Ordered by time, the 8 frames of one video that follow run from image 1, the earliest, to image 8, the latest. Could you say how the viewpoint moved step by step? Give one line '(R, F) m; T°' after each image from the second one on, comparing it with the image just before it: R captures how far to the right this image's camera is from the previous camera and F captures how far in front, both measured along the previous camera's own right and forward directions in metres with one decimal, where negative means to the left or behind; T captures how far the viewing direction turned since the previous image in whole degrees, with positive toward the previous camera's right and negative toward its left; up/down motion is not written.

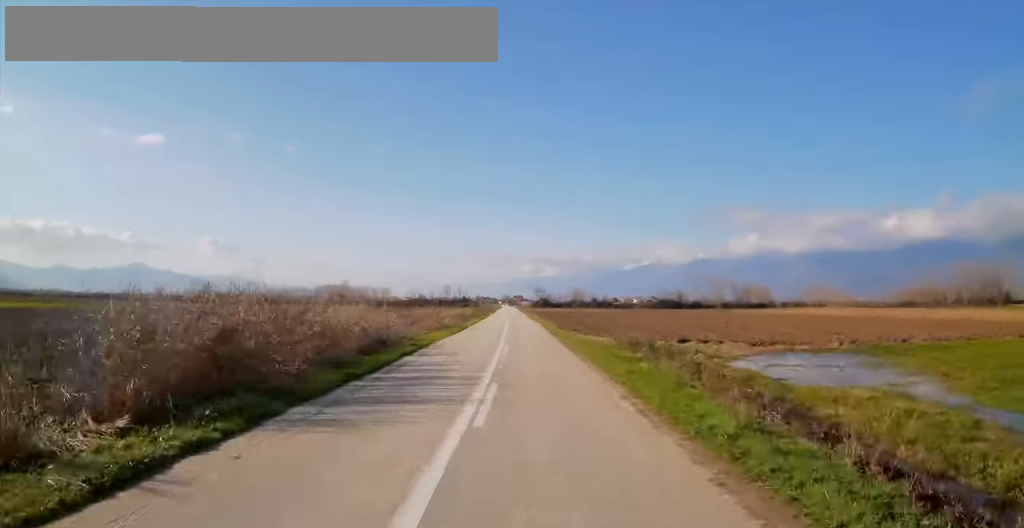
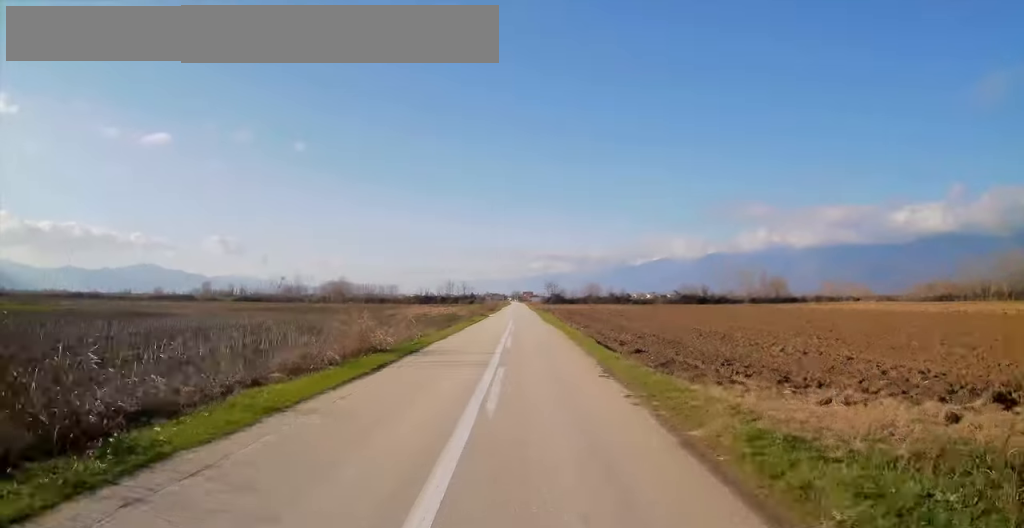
(-0.3, +21.4) m; -1°
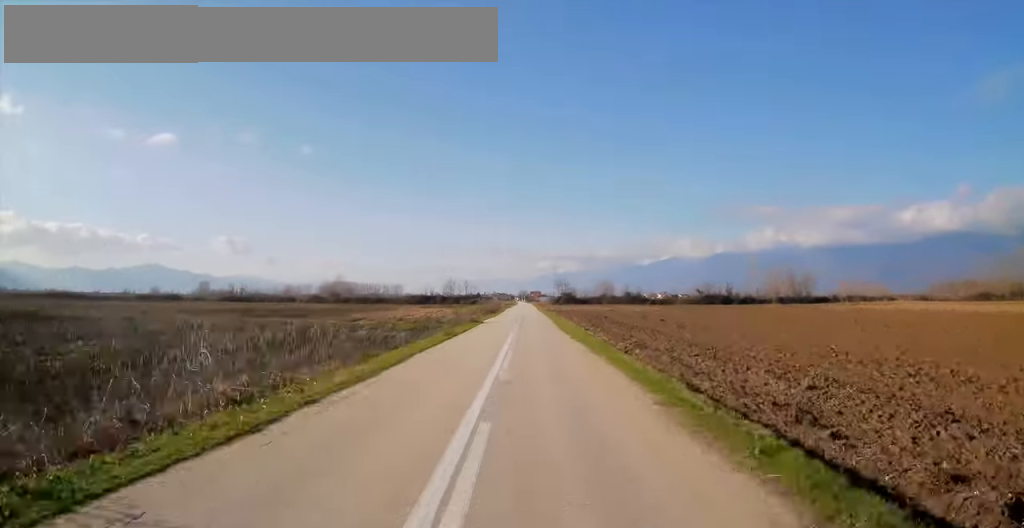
(0.0, +19.3) m; 0°
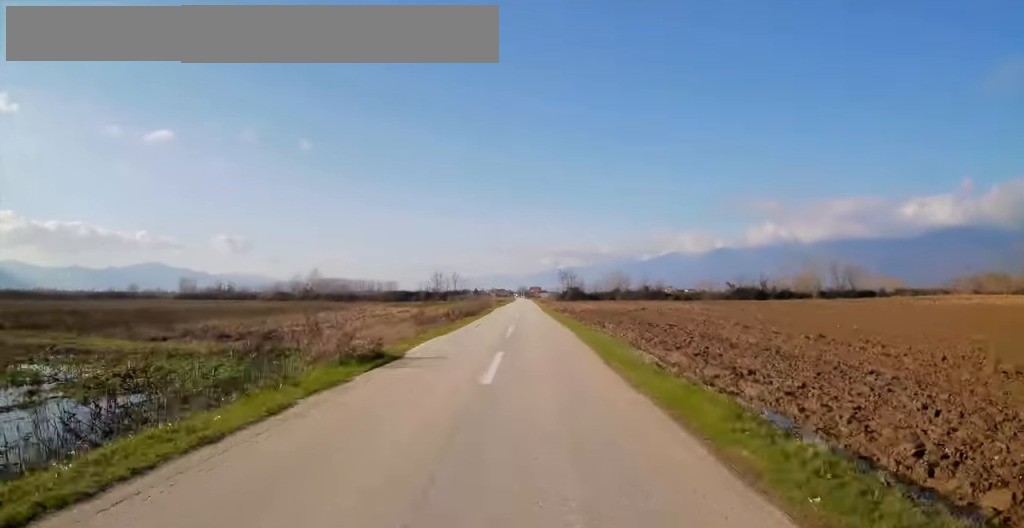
(0.0, +31.6) m; 0°
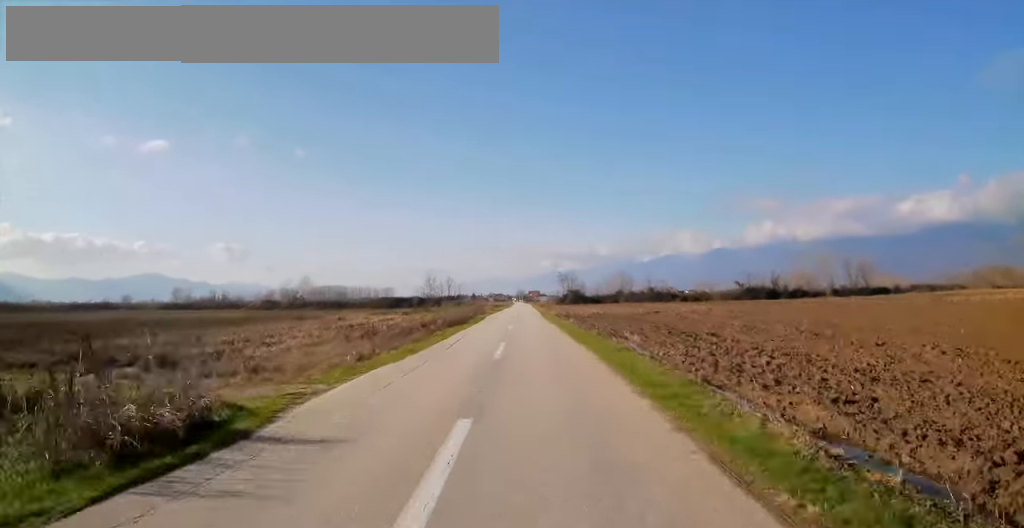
(0.0, +9.2) m; 0°
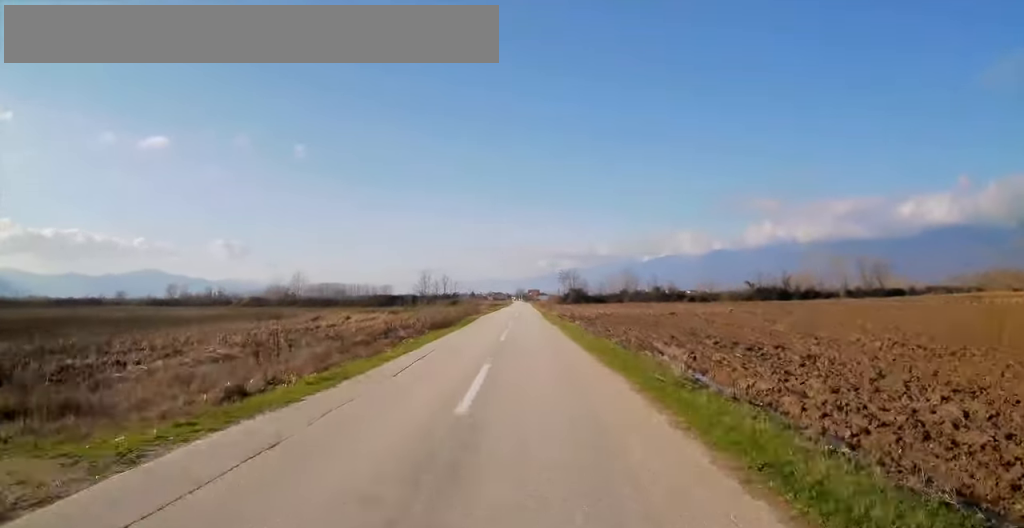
(0.0, +8.1) m; 0°
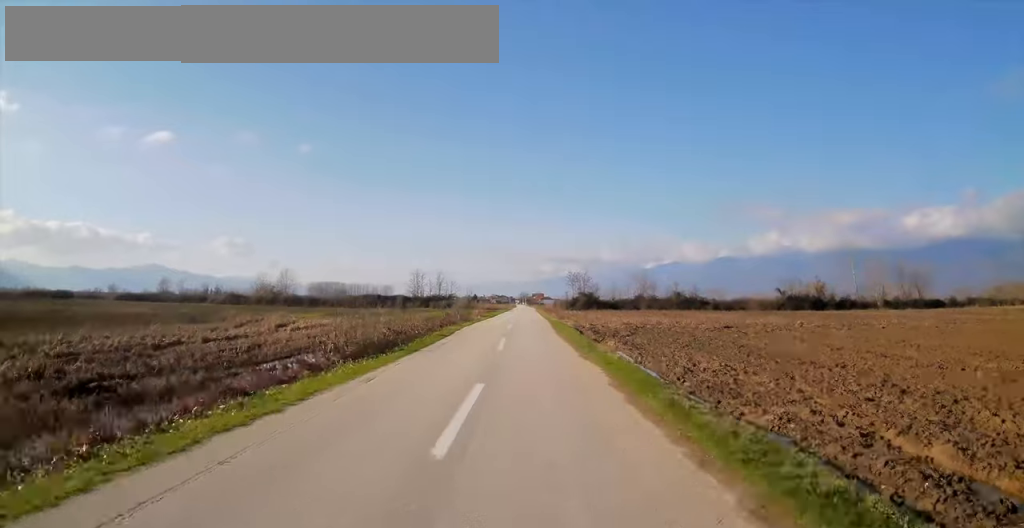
(0.0, +16.7) m; 0°
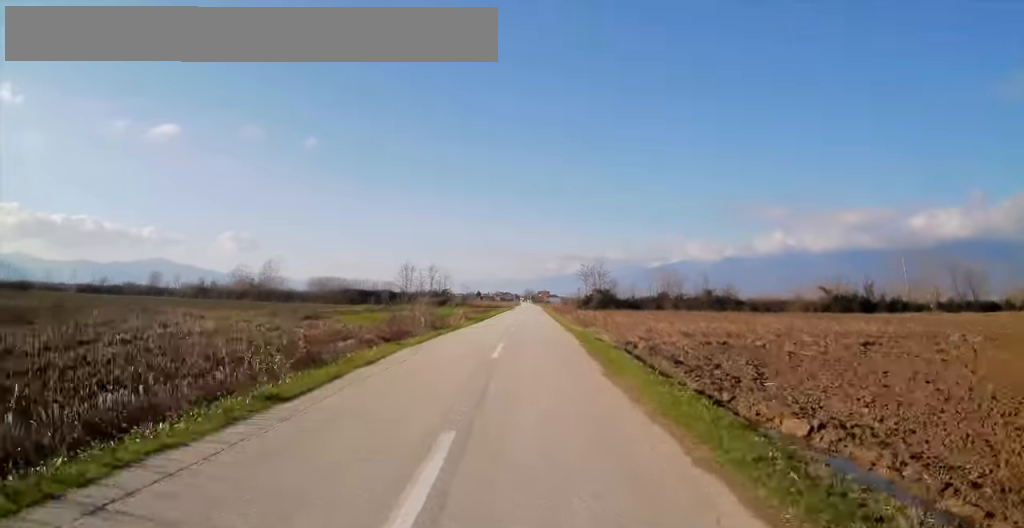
(0.0, +19.5) m; 0°
